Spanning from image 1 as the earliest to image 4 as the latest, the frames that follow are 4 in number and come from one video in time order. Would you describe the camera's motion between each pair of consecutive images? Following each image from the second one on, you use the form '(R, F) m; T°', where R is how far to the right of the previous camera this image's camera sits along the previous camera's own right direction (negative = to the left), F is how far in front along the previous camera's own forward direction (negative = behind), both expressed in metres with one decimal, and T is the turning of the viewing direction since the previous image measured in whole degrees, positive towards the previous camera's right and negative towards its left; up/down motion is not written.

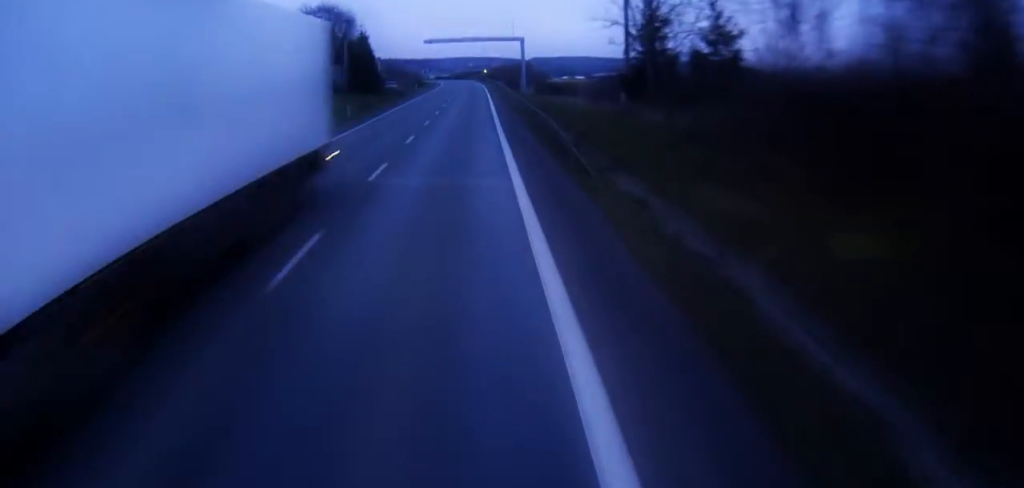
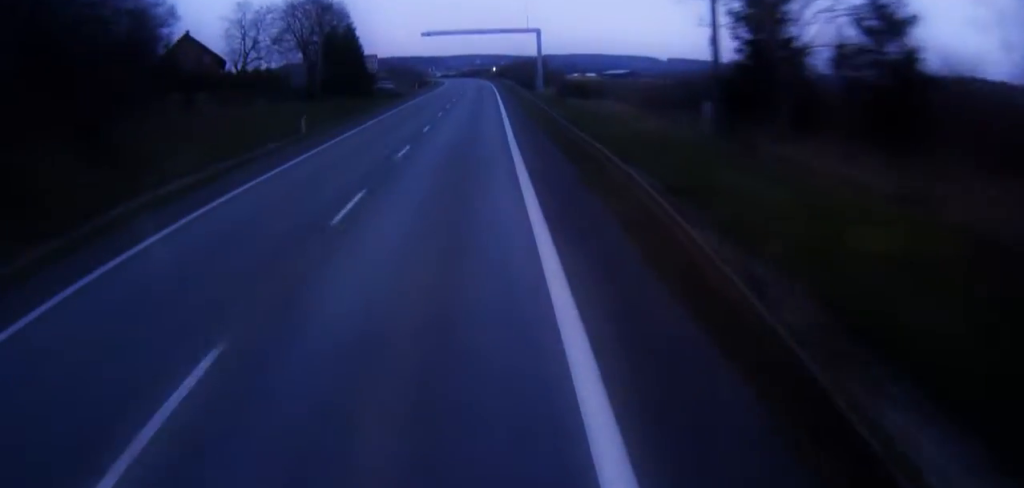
(-0.5, +14.7) m; 0°
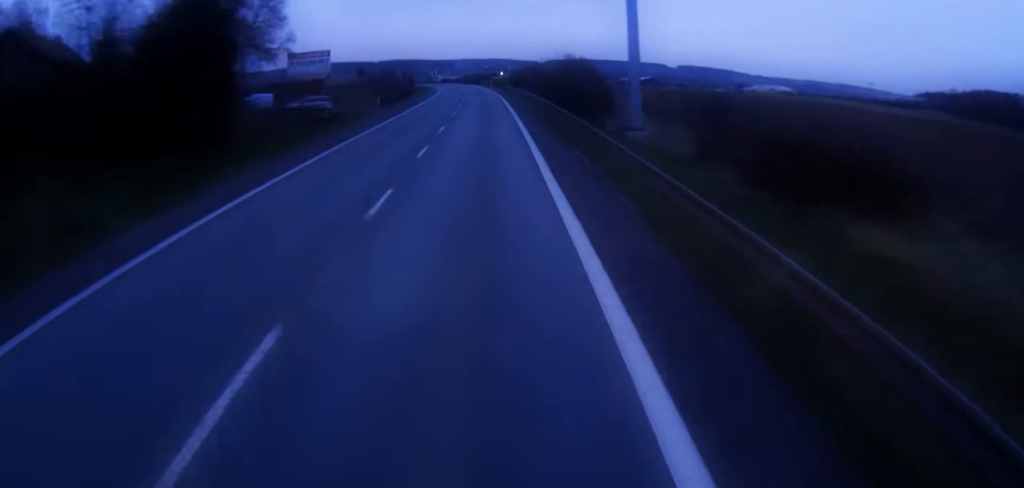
(+0.6, +45.3) m; 0°
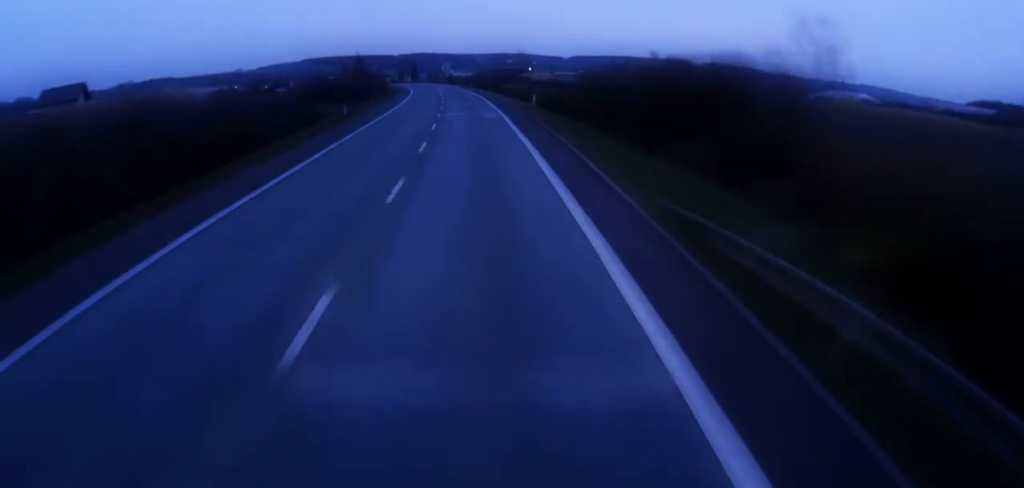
(-2.5, +87.8) m; -5°
